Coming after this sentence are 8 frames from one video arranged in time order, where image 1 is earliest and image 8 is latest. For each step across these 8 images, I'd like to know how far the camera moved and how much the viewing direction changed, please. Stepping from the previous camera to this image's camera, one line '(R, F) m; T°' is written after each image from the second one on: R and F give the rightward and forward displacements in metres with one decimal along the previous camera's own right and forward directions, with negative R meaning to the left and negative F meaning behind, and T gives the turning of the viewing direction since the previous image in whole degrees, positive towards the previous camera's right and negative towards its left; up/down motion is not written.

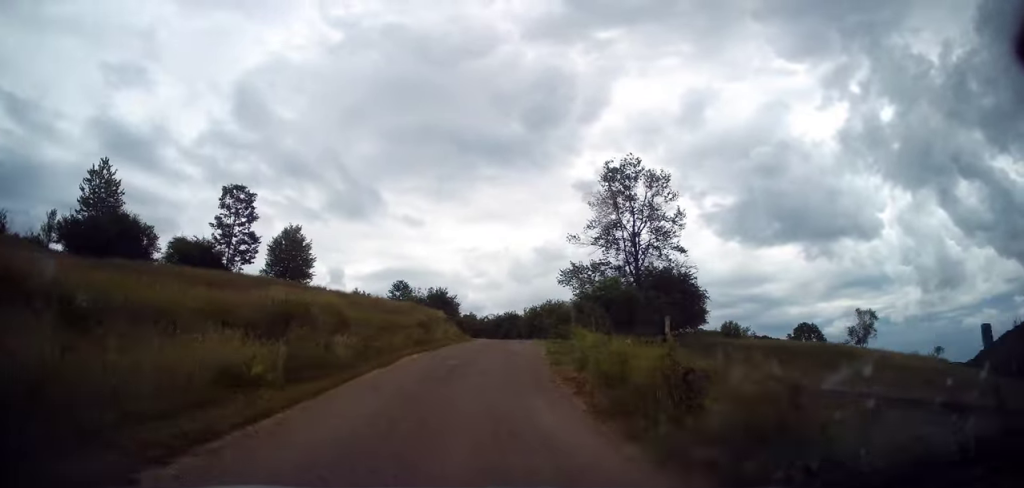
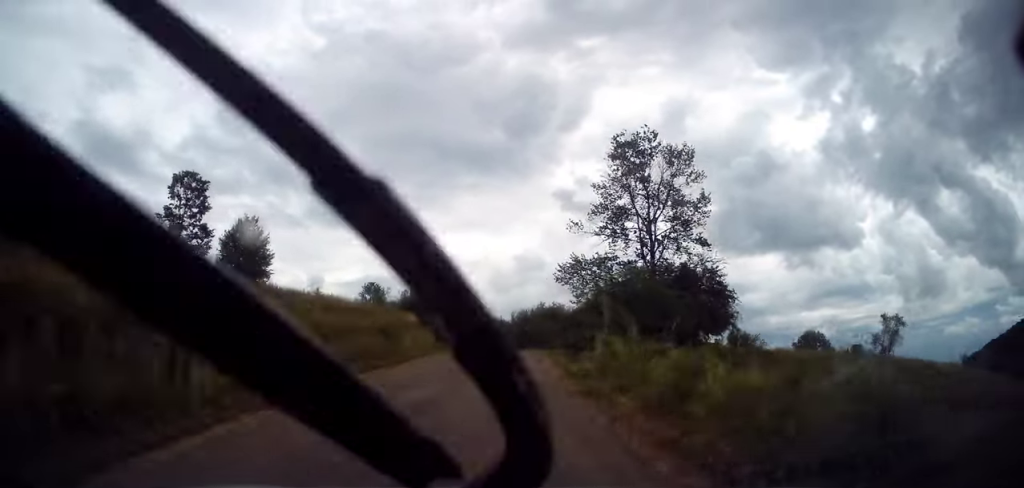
(+0.1, +7.1) m; +2°
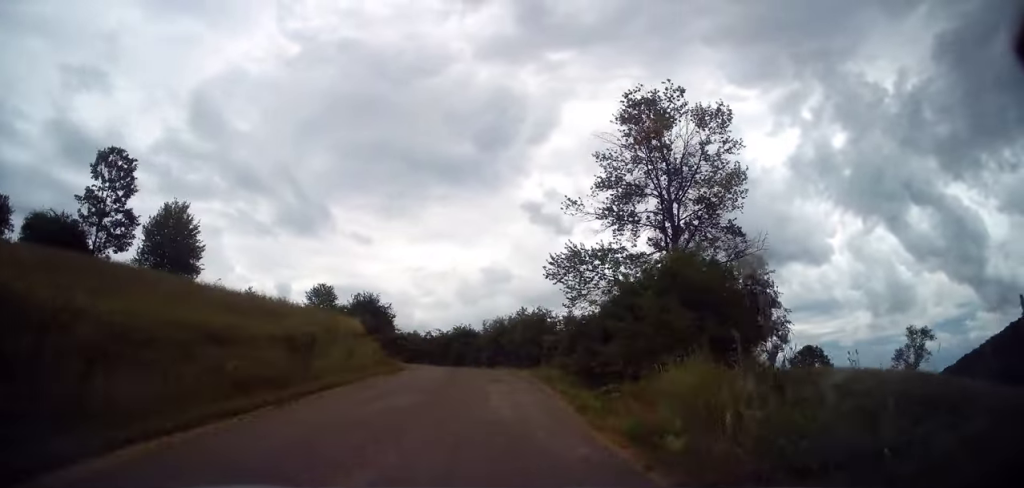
(+0.2, +8.2) m; +2°
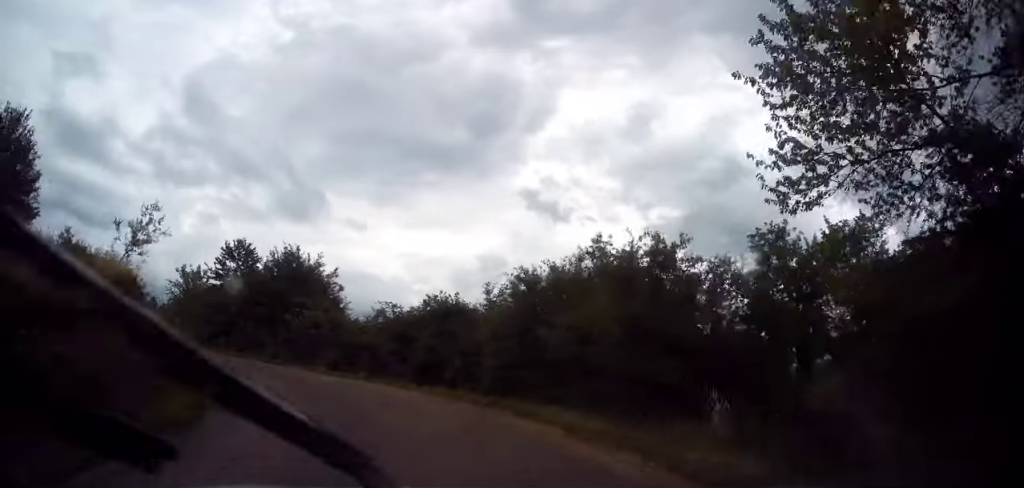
(+0.5, +18.6) m; -3°
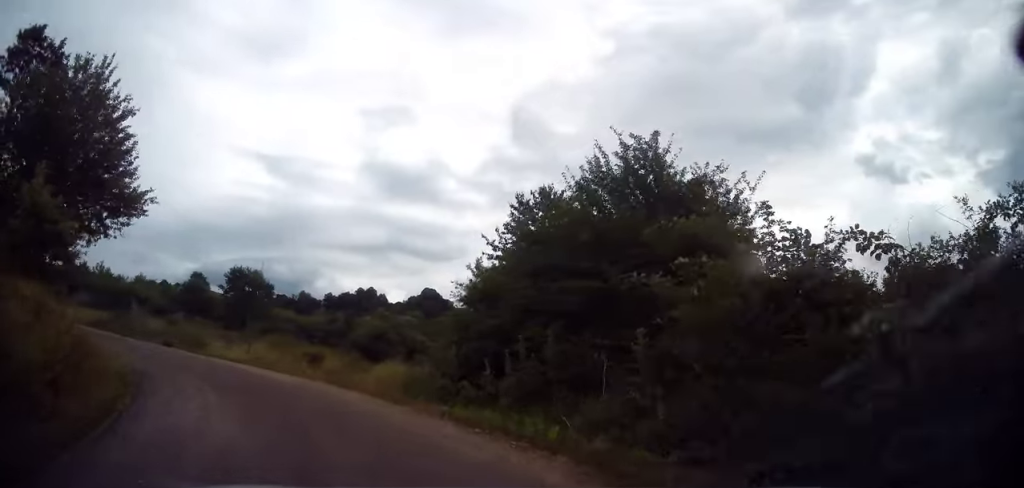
(-4.8, +16.2) m; -38°
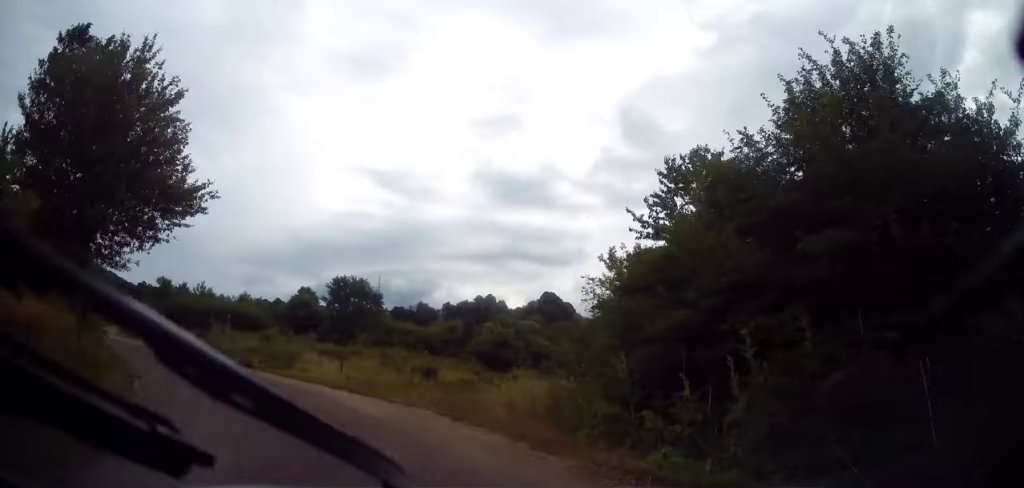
(-0.4, +4.0) m; -13°
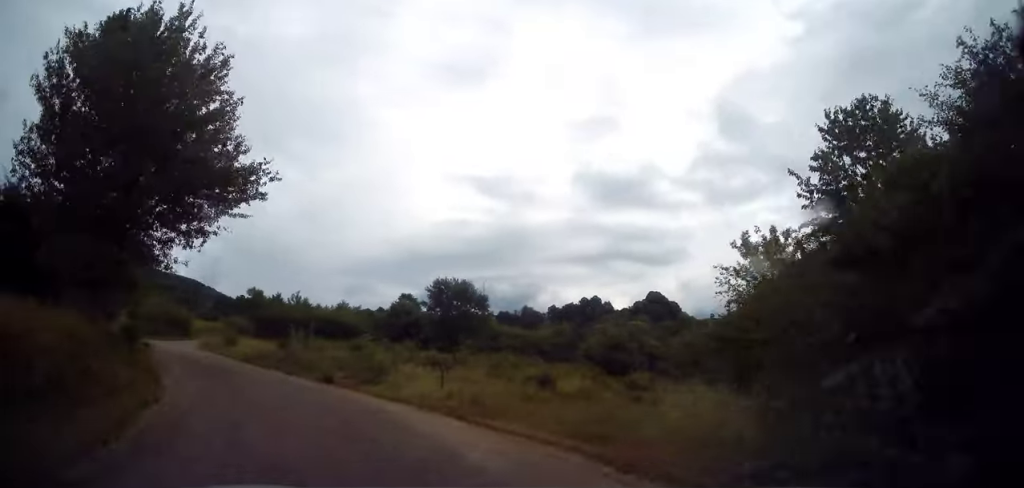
(+0.2, +3.2) m; -11°
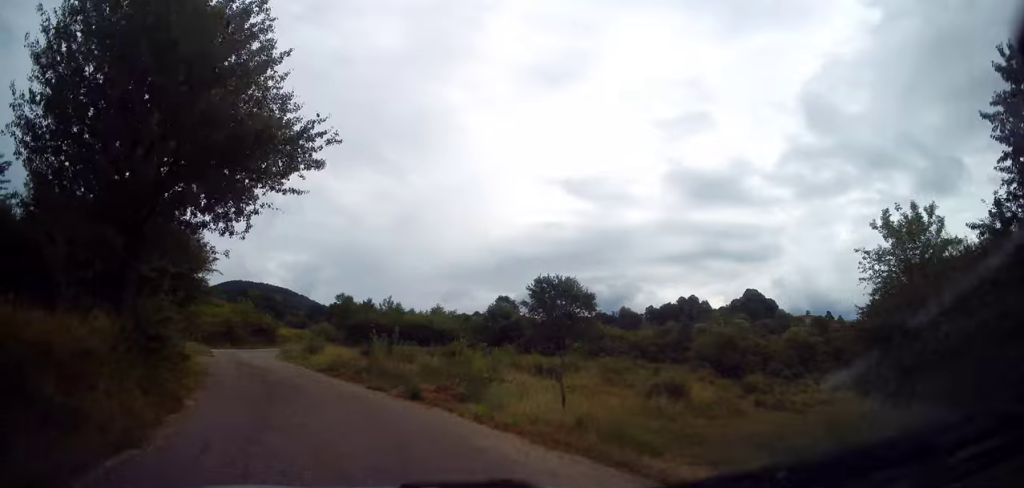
(-0.7, +3.2) m; -10°
